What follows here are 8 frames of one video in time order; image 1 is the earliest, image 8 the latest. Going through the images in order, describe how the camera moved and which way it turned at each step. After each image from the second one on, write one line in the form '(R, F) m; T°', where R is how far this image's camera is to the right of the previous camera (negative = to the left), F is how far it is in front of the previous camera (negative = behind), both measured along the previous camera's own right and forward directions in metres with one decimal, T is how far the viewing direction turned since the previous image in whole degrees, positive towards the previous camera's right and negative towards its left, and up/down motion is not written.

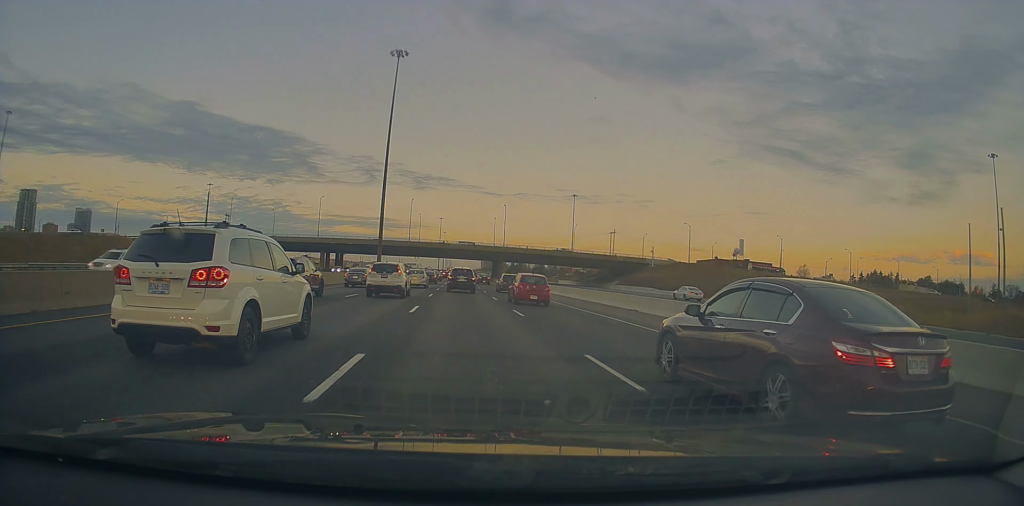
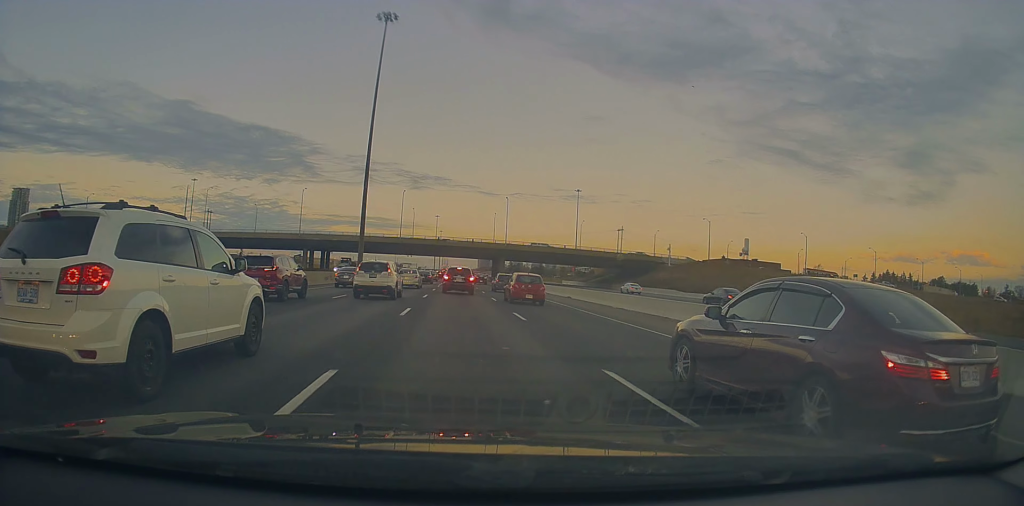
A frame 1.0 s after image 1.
(-0.4, +14.3) m; 0°
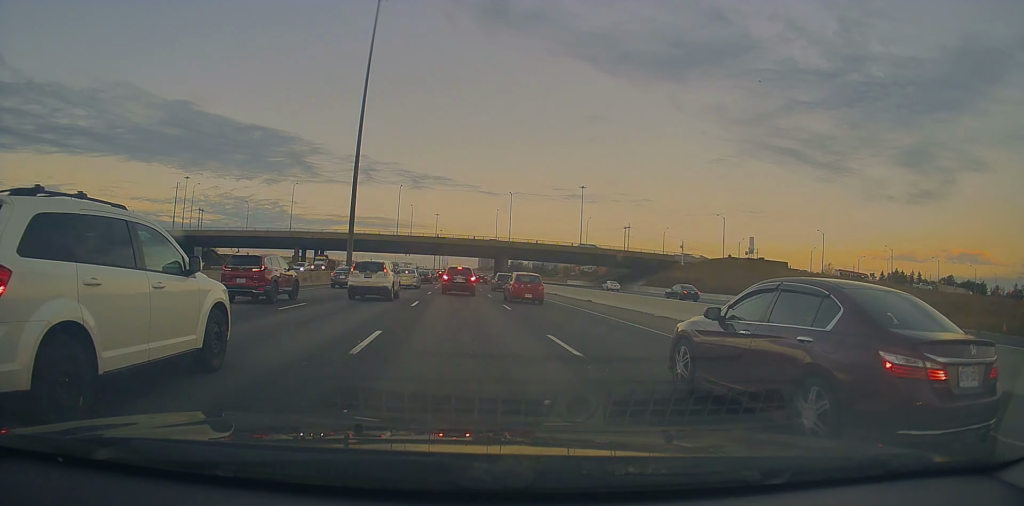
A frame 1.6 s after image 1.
(+0.2, +7.4) m; +2°
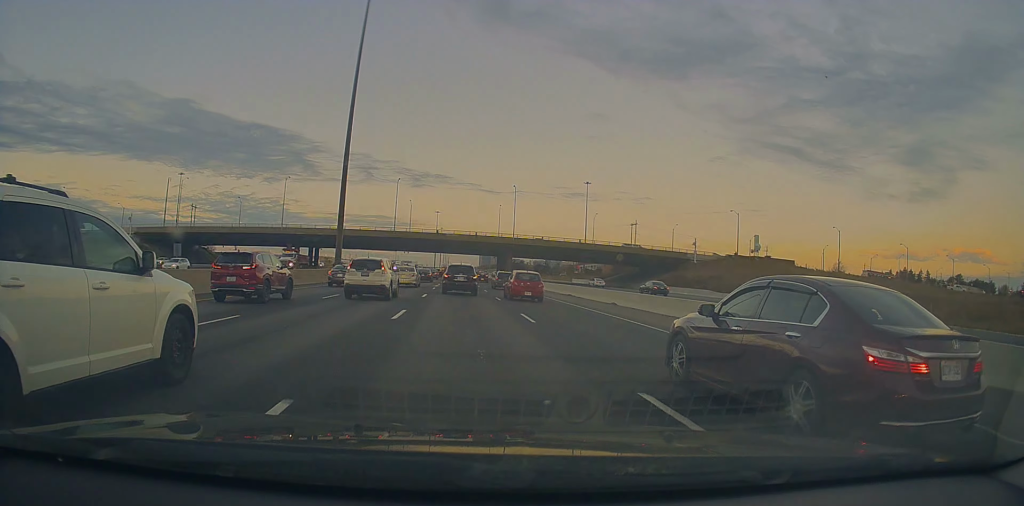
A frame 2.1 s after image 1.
(0.0, +6.4) m; +1°
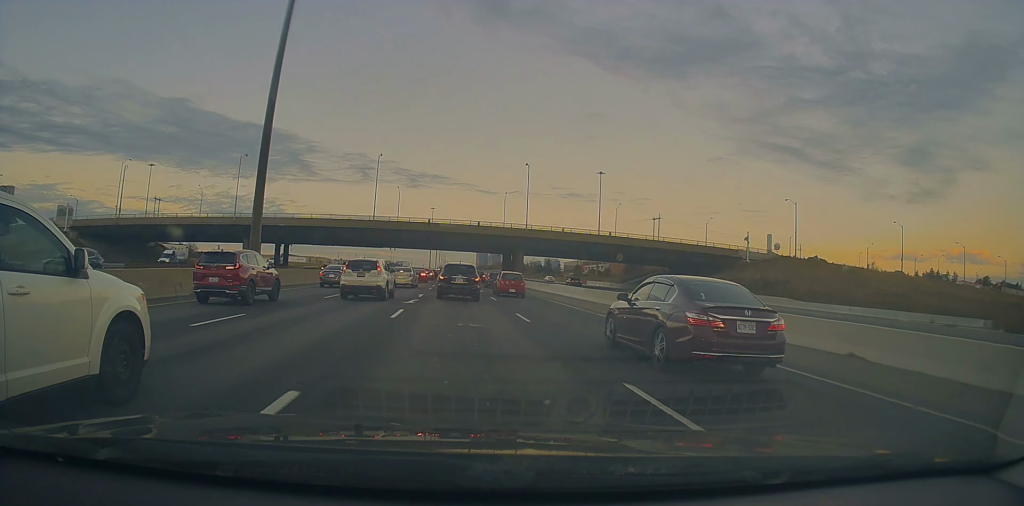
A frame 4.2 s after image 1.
(-0.5, +23.5) m; -1°
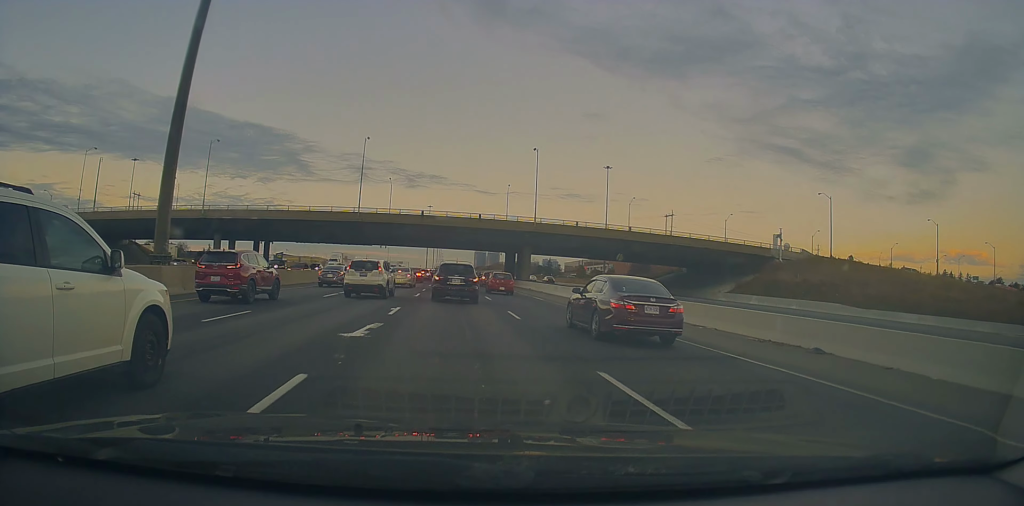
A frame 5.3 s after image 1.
(+0.3, +11.3) m; 0°
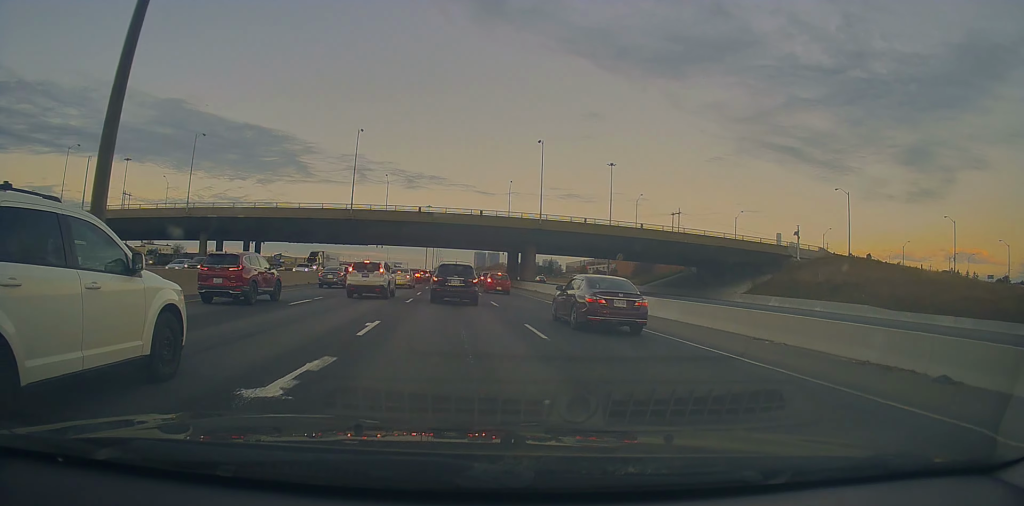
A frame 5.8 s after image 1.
(-0.4, +4.9) m; +1°
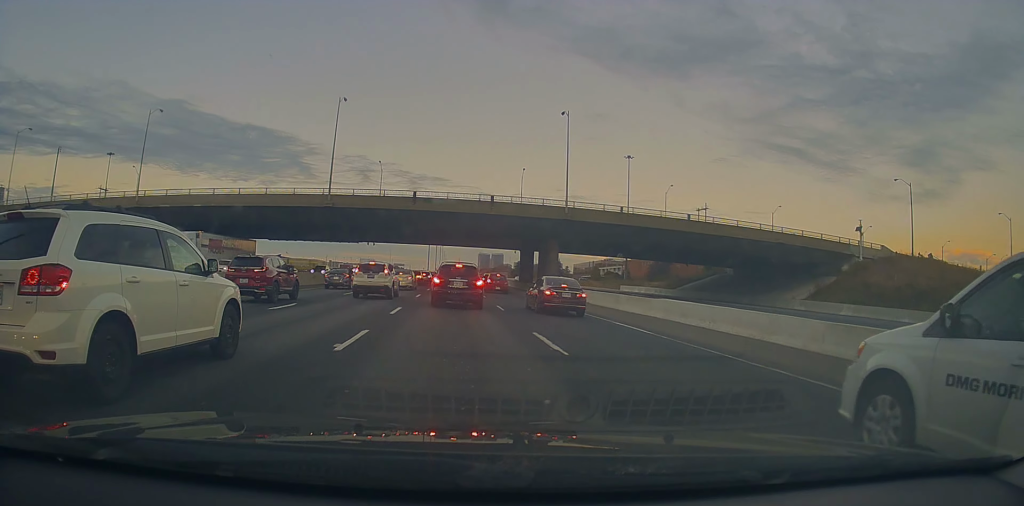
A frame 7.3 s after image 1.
(+0.6, +13.8) m; 0°
